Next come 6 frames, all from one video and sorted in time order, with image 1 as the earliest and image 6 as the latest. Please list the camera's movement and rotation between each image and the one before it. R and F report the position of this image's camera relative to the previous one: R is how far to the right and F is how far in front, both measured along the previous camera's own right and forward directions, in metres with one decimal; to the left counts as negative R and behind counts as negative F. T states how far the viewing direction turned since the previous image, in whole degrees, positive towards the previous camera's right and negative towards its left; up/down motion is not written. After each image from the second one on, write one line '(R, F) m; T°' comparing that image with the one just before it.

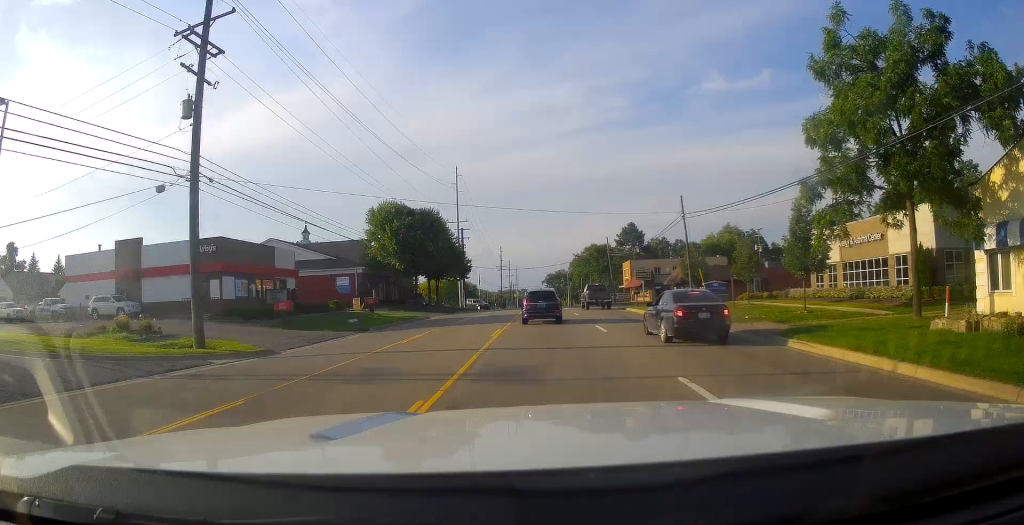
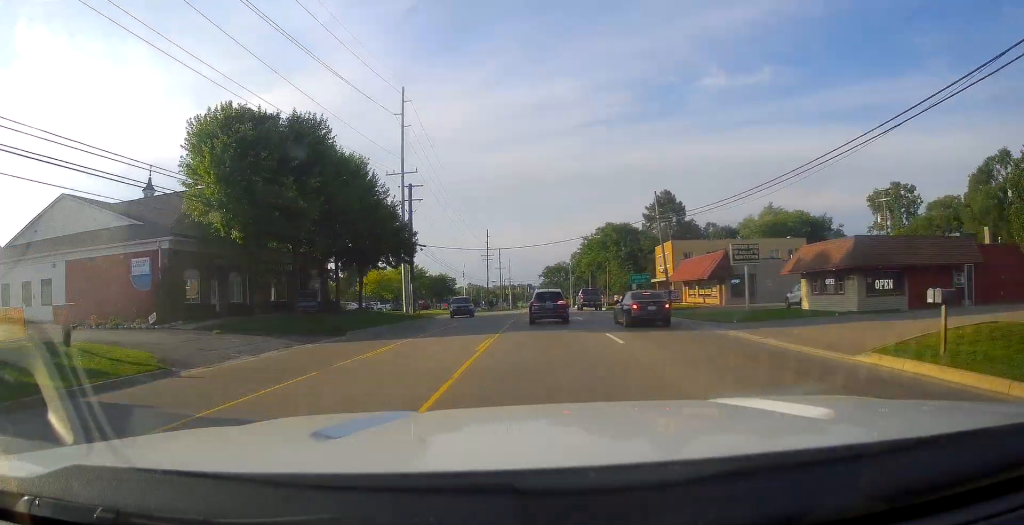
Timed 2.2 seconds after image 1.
(-0.4, +37.5) m; +1°
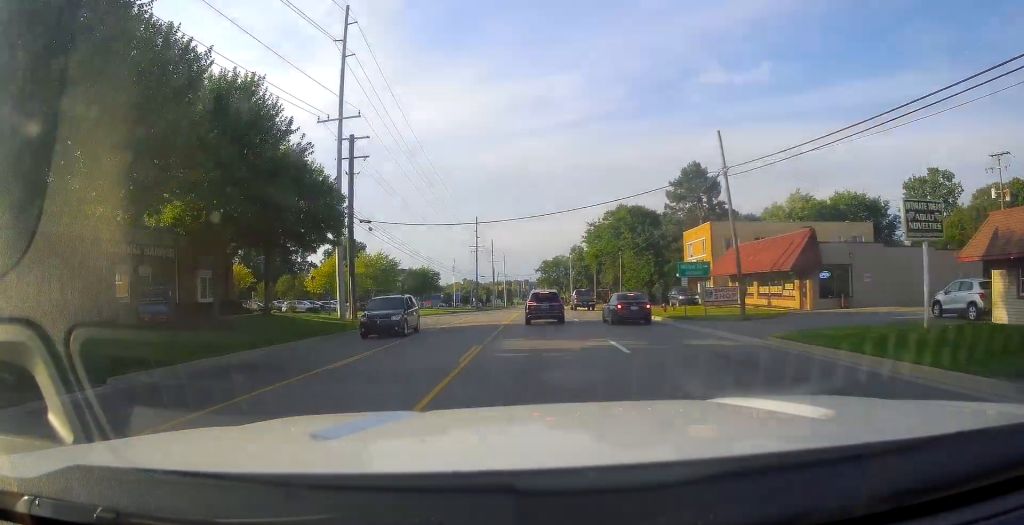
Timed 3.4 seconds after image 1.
(+0.3, +17.5) m; 0°
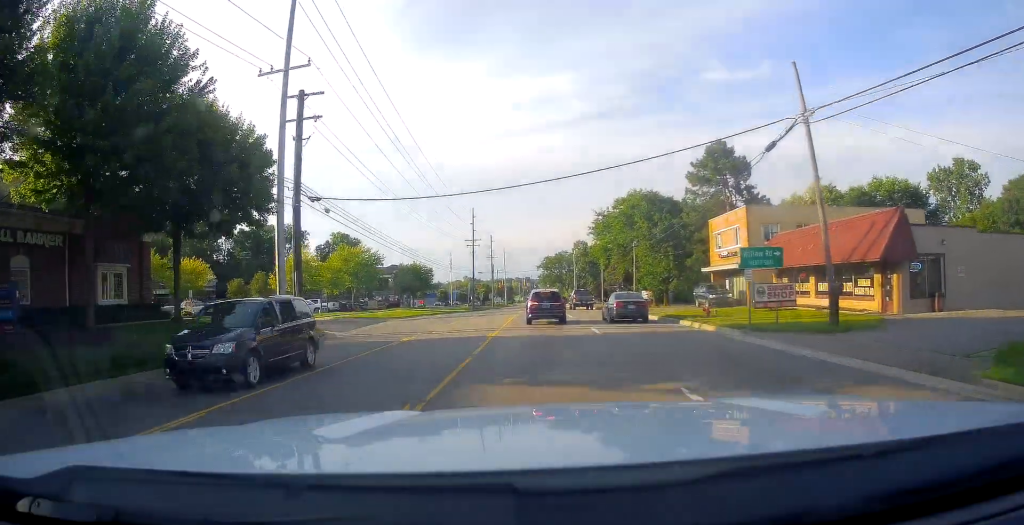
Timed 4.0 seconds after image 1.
(-0.2, +9.1) m; 0°
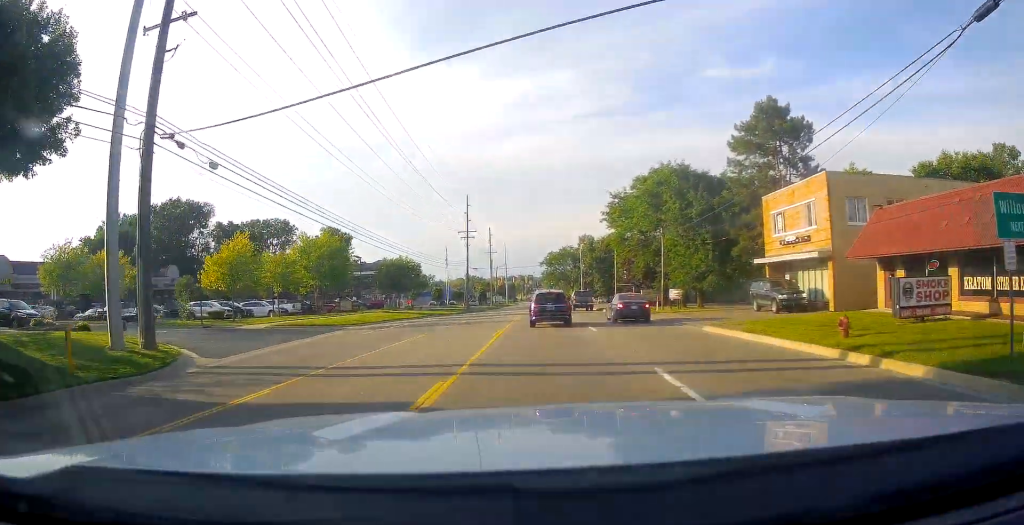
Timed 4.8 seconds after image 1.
(-0.1, +12.5) m; 0°
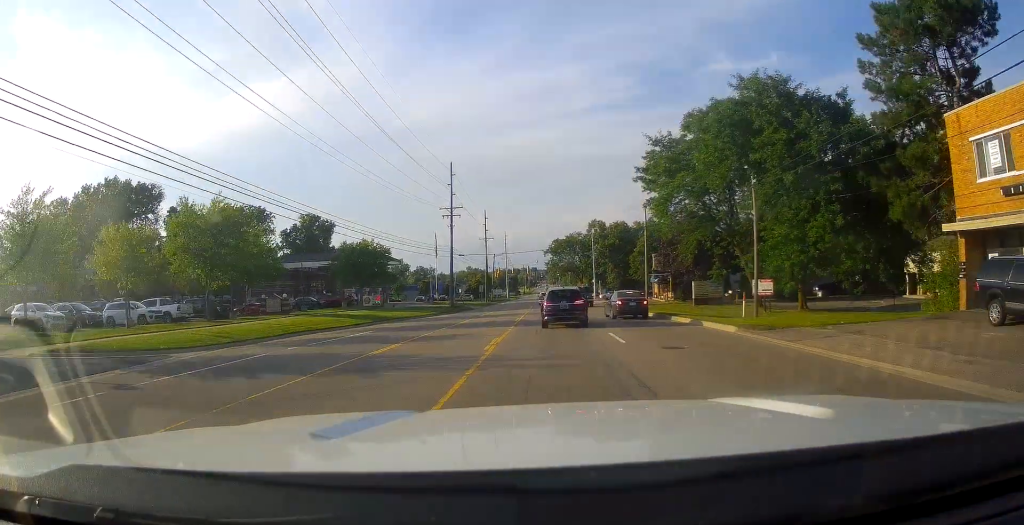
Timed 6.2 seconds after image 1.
(+0.4, +20.9) m; -1°
